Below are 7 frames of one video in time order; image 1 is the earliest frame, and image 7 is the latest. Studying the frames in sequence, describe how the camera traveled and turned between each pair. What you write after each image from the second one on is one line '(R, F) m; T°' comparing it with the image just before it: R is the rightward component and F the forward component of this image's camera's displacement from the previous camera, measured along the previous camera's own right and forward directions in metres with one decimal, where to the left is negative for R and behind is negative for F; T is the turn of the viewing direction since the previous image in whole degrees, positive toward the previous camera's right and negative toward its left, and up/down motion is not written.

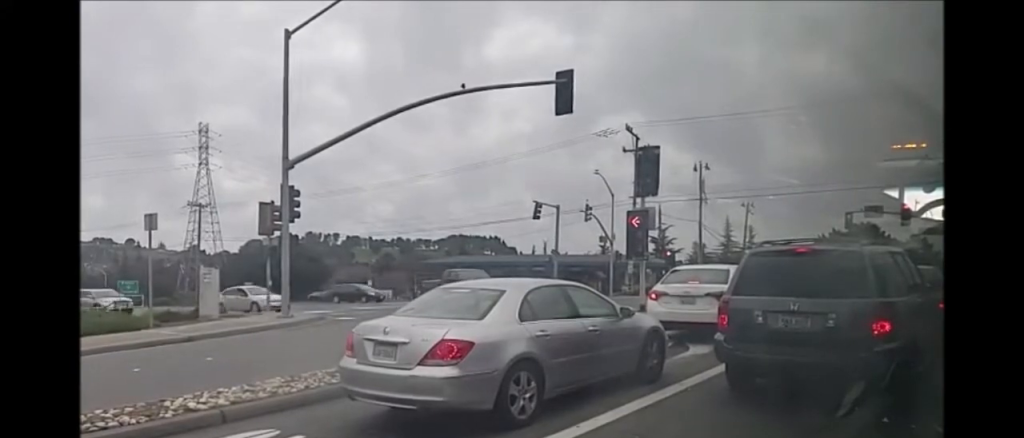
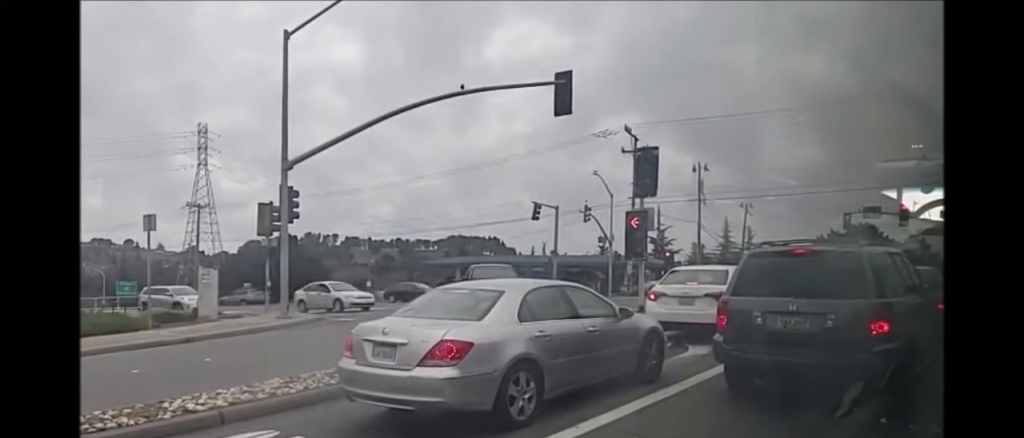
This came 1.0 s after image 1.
(0.0, 0.0) m; 0°
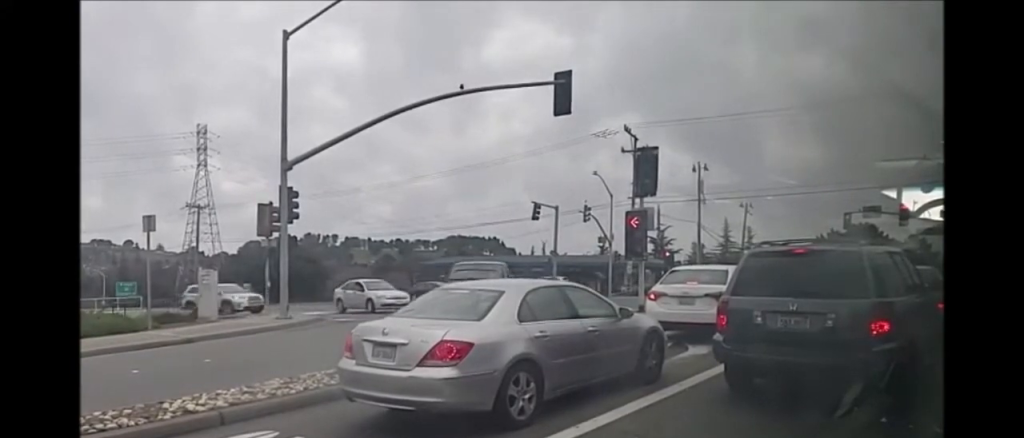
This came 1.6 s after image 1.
(0.0, 0.0) m; 0°
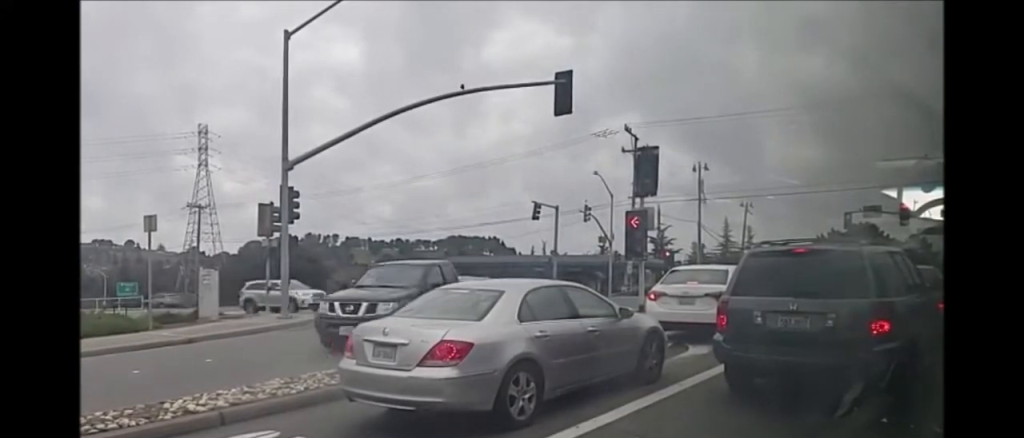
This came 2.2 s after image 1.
(0.0, 0.0) m; 0°
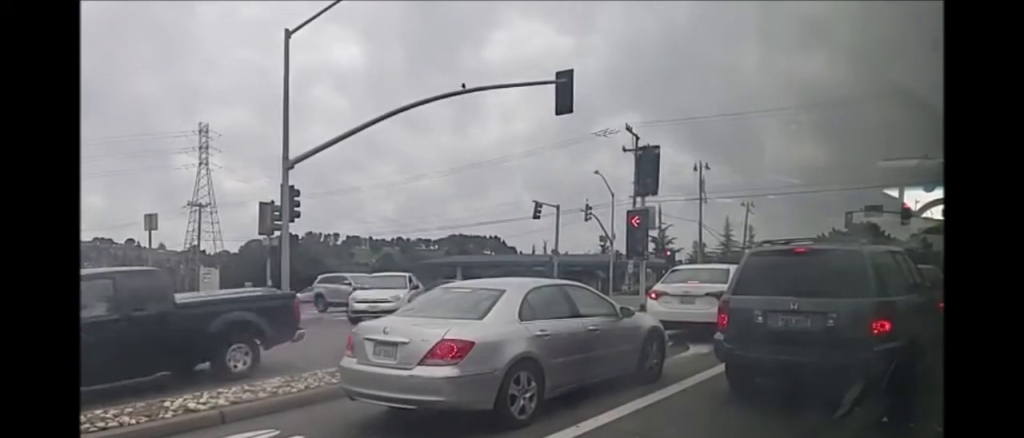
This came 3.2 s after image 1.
(0.0, 0.0) m; 0°
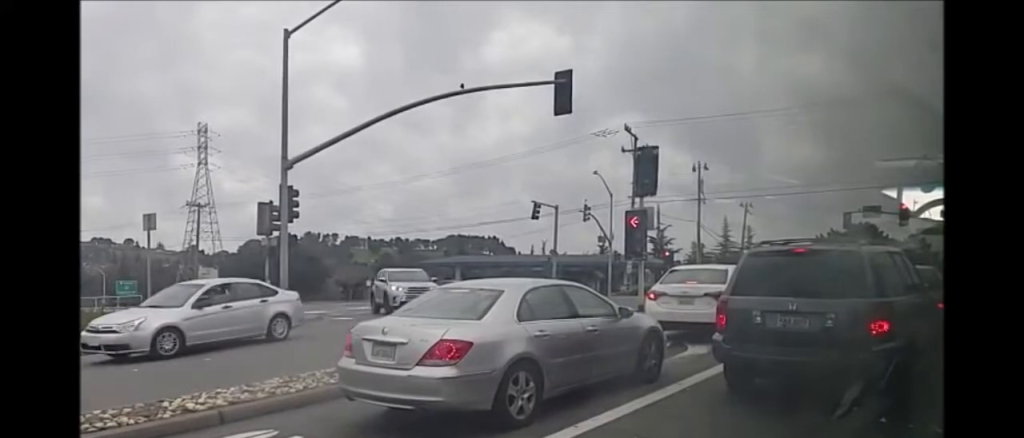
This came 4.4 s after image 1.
(0.0, 0.0) m; 0°
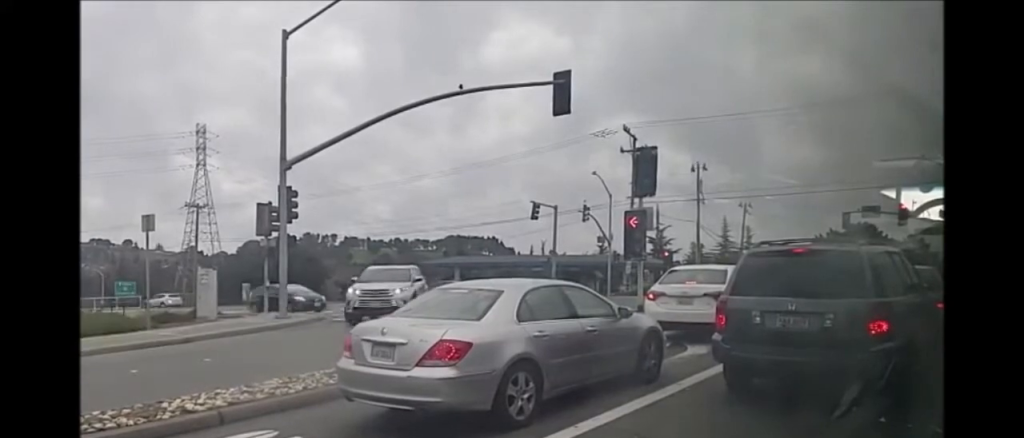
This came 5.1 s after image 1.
(0.0, 0.0) m; 0°
